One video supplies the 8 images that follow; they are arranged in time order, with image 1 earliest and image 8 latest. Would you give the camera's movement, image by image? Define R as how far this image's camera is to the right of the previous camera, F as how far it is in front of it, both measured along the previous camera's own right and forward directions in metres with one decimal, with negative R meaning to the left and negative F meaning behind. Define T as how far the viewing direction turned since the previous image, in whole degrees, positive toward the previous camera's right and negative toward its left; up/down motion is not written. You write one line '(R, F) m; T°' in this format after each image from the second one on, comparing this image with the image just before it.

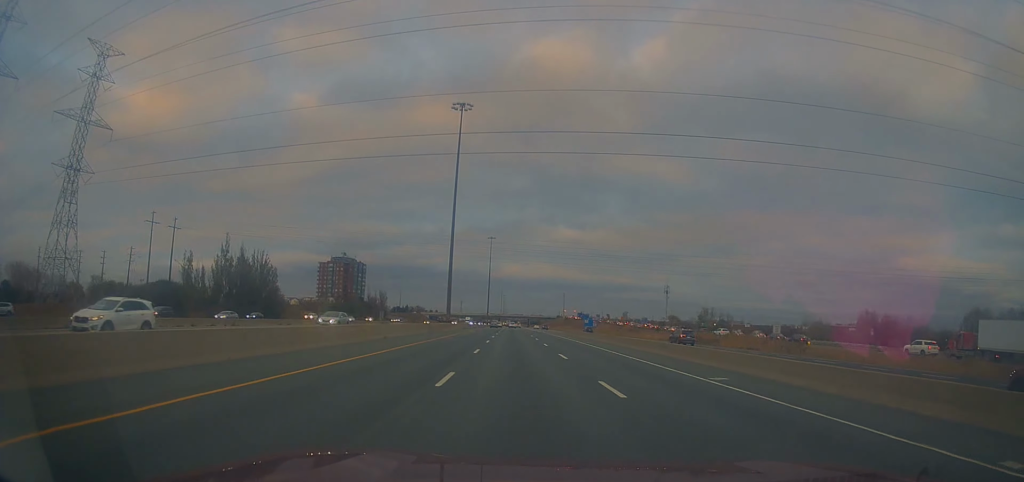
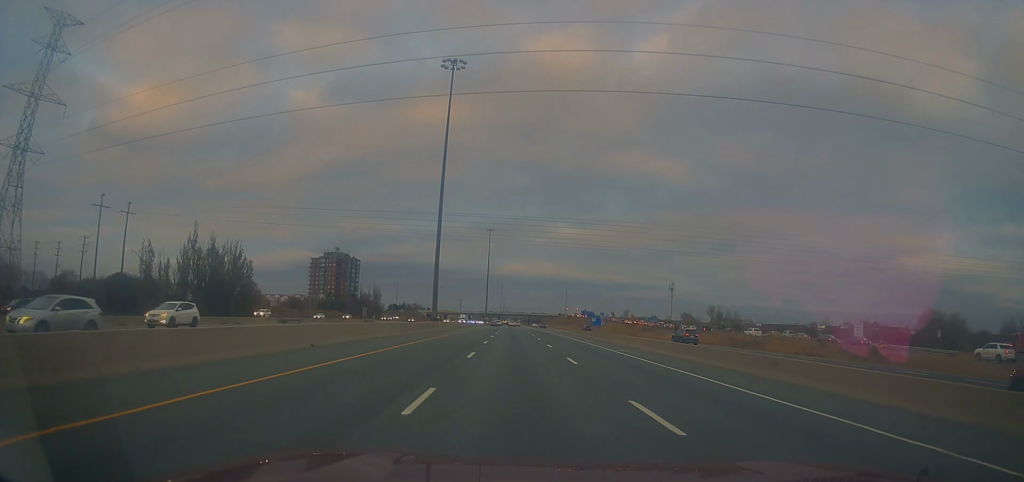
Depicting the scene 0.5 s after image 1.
(+0.1, +15.8) m; 0°
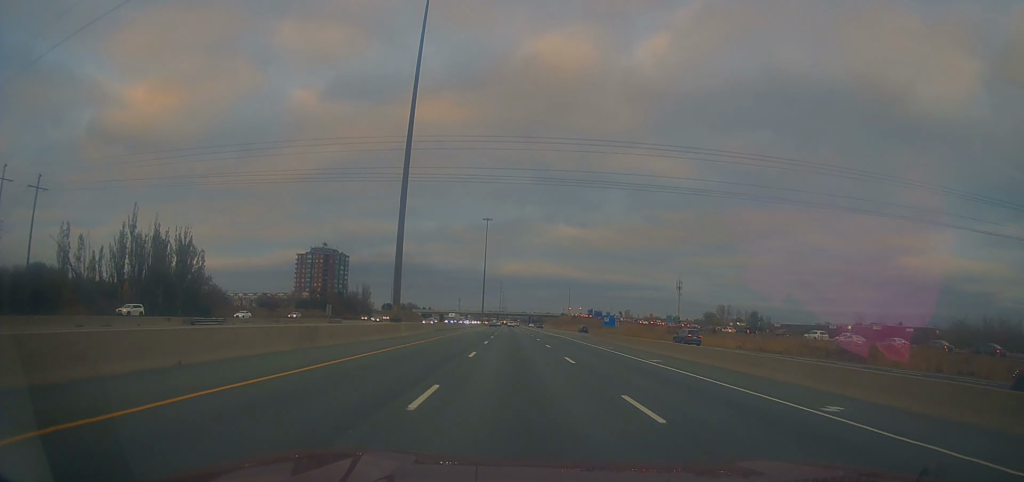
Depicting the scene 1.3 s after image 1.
(+0.1, +23.7) m; 0°
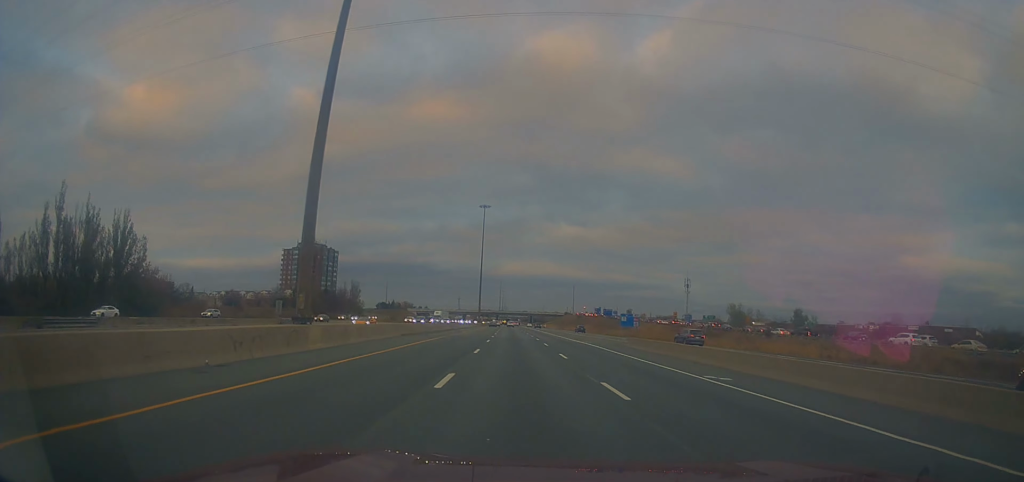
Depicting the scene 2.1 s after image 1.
(0.0, +21.8) m; -1°
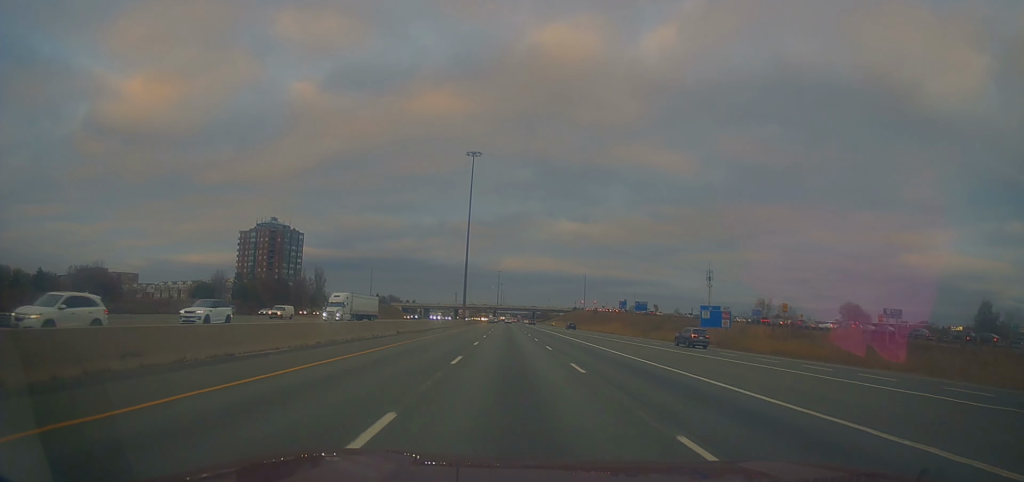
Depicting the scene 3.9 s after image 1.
(-0.4, +53.7) m; +1°
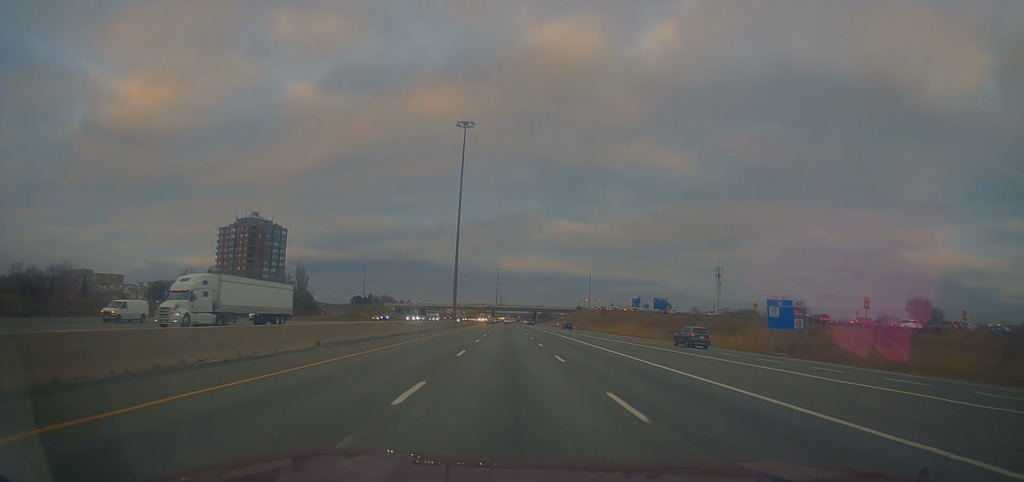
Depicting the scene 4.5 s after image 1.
(+0.3, +19.7) m; 0°
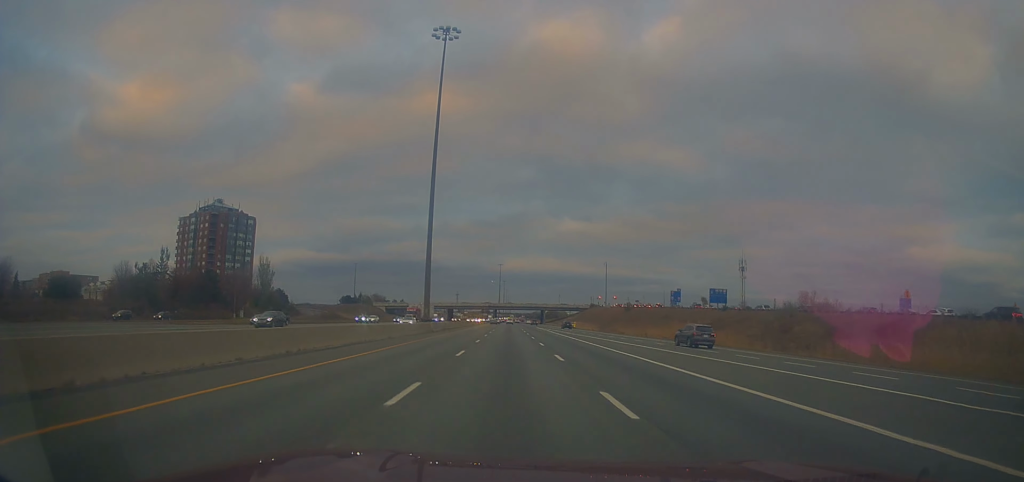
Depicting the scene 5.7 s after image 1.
(-0.3, +35.7) m; -1°
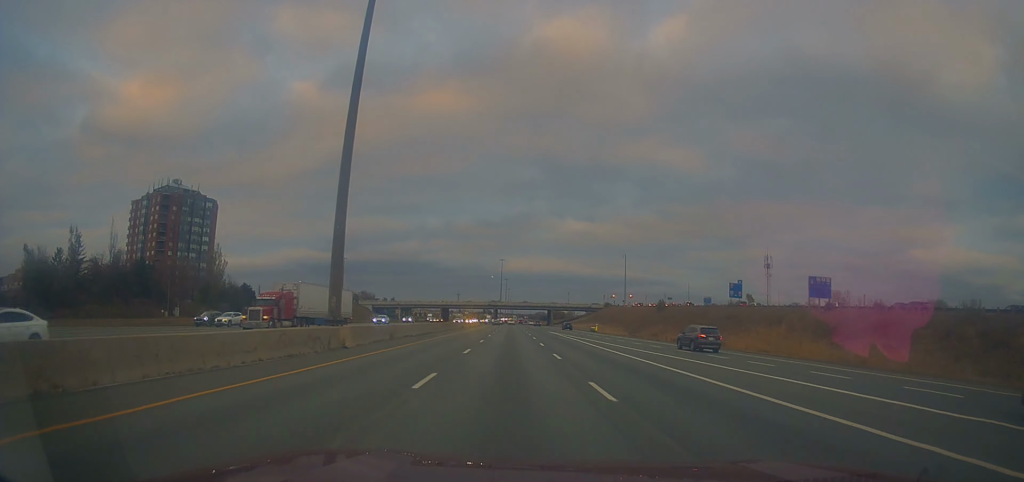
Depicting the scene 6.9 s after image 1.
(-0.1, +33.9) m; 0°
